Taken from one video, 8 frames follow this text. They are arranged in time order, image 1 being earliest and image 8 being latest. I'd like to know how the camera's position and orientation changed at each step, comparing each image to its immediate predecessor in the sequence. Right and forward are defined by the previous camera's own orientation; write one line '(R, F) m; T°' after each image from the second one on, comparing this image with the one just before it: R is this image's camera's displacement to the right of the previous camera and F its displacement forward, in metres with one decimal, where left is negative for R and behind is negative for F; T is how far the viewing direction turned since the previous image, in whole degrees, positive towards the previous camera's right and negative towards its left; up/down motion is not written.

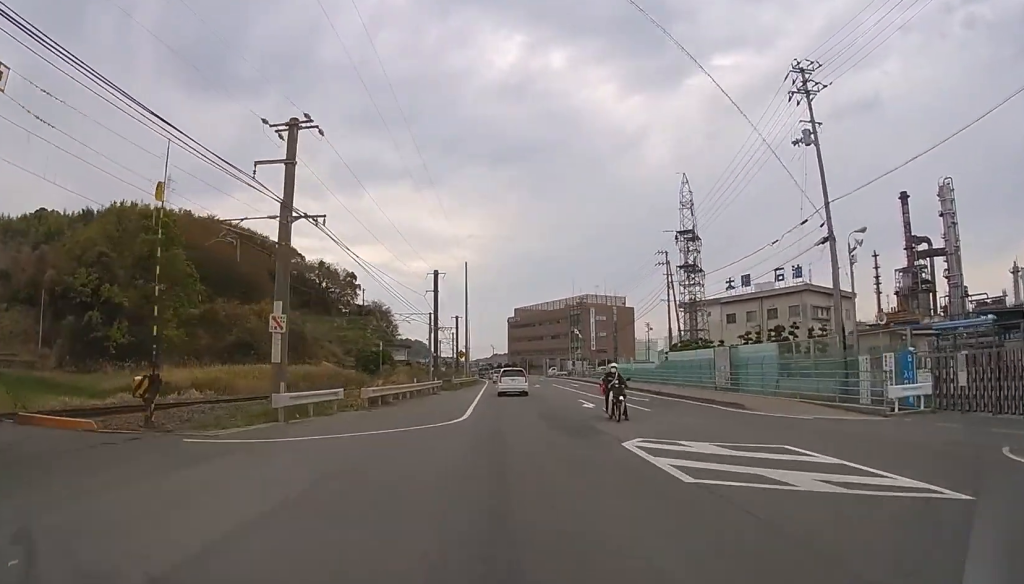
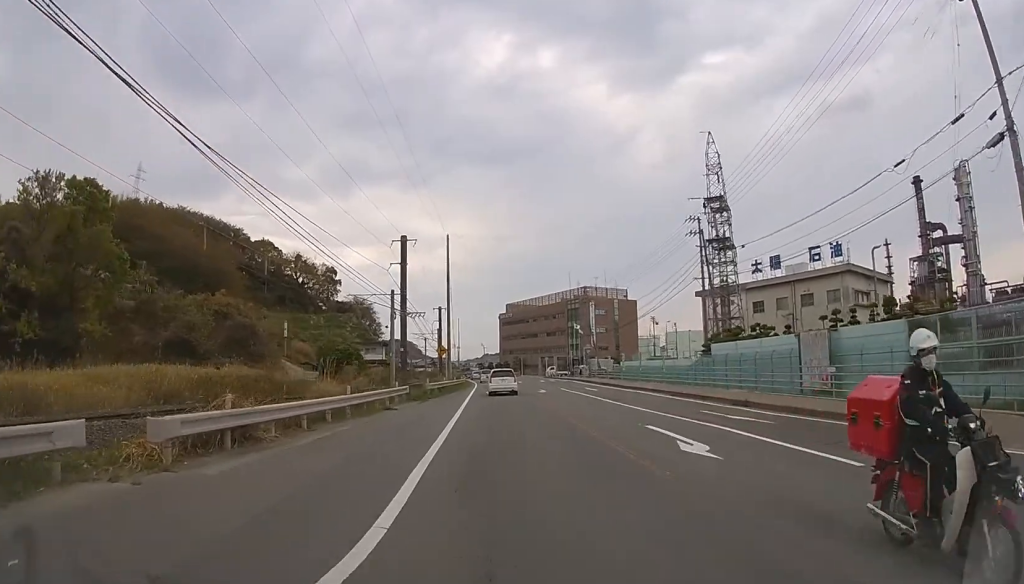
(0.0, +12.3) m; 0°
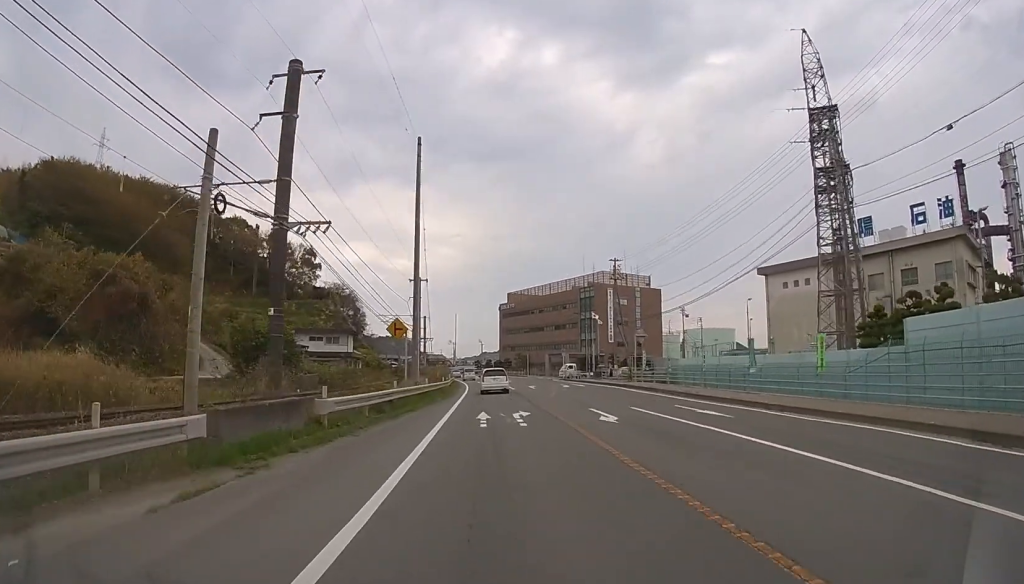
(0.0, +20.3) m; 0°
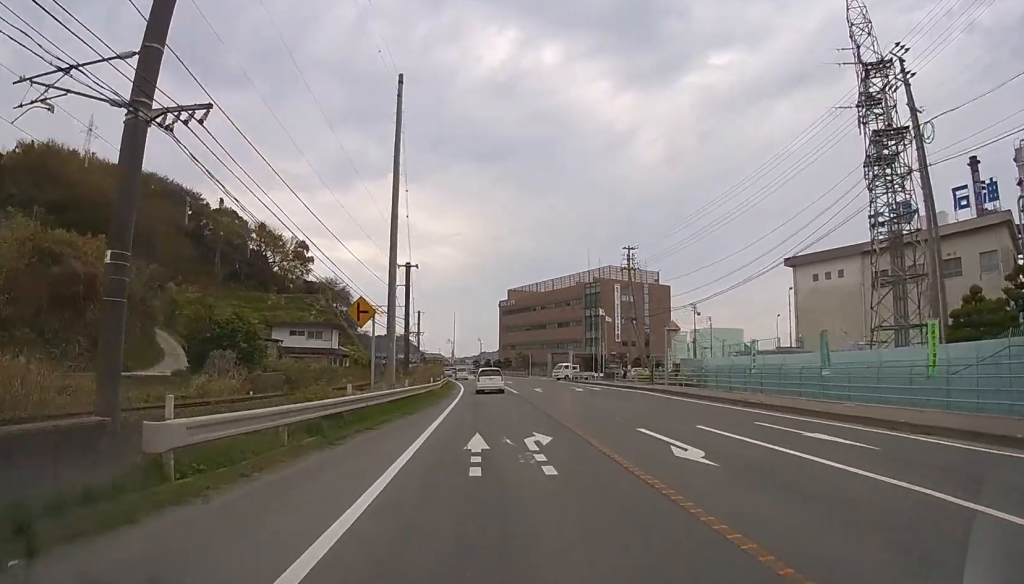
(0.0, +6.1) m; 0°
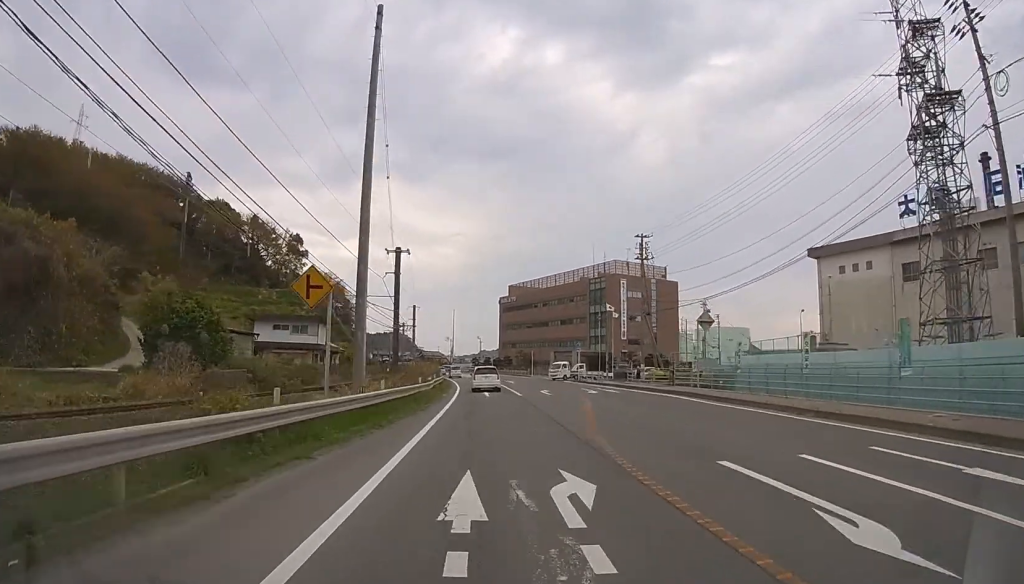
(0.0, +5.0) m; 0°
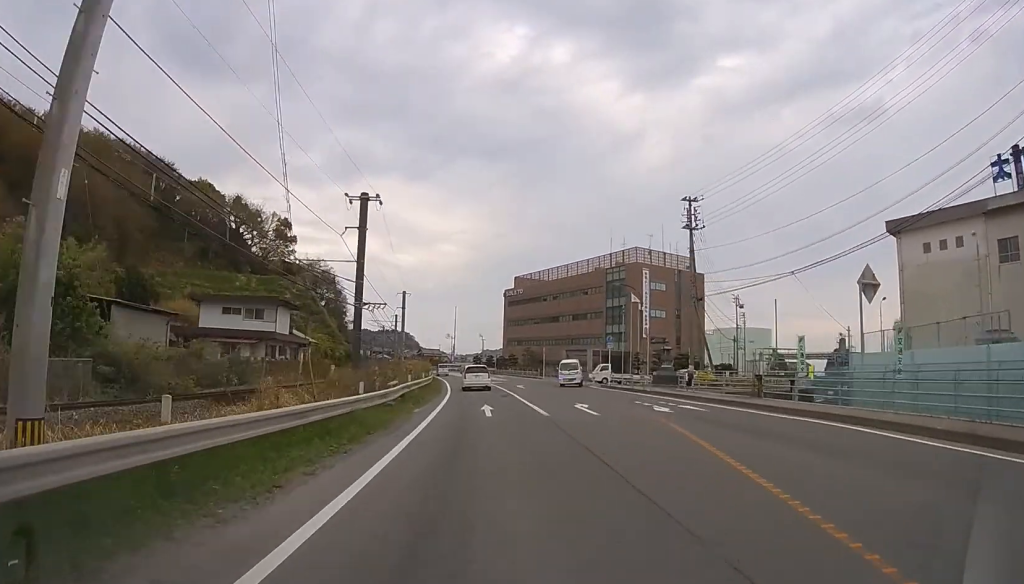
(0.0, +11.3) m; -1°
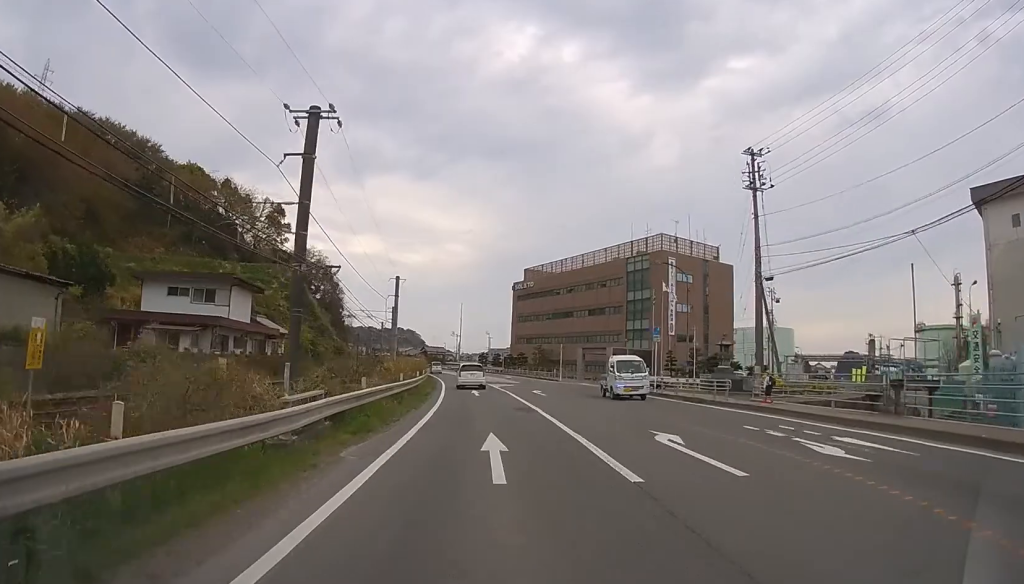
(-0.1, +9.5) m; -1°
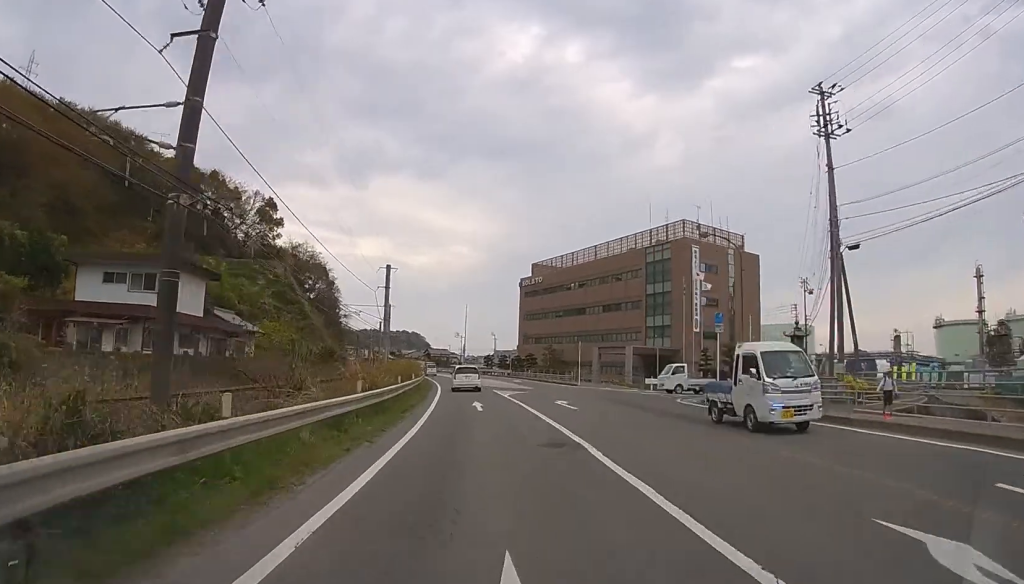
(0.0, +7.5) m; -1°
